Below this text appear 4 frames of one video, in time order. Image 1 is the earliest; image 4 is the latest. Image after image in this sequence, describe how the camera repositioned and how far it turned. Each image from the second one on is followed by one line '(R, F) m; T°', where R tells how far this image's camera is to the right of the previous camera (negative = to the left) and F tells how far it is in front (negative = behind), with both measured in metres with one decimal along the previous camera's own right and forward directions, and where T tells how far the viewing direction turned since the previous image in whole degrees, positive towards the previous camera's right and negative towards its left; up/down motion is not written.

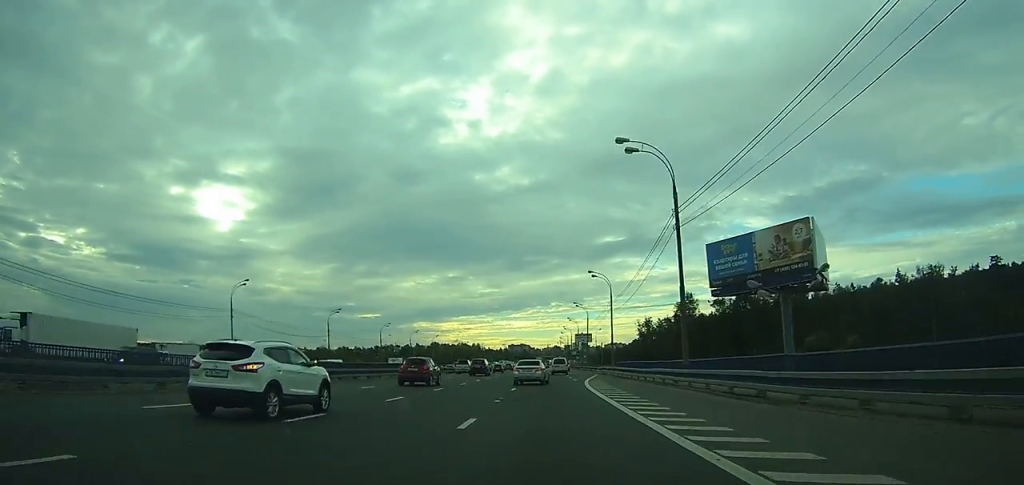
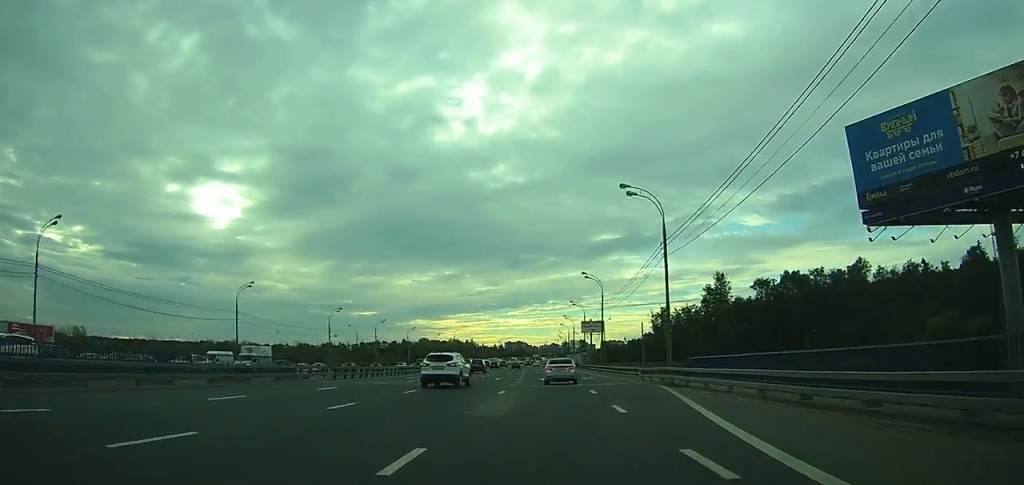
(+0.8, +38.0) m; +1°
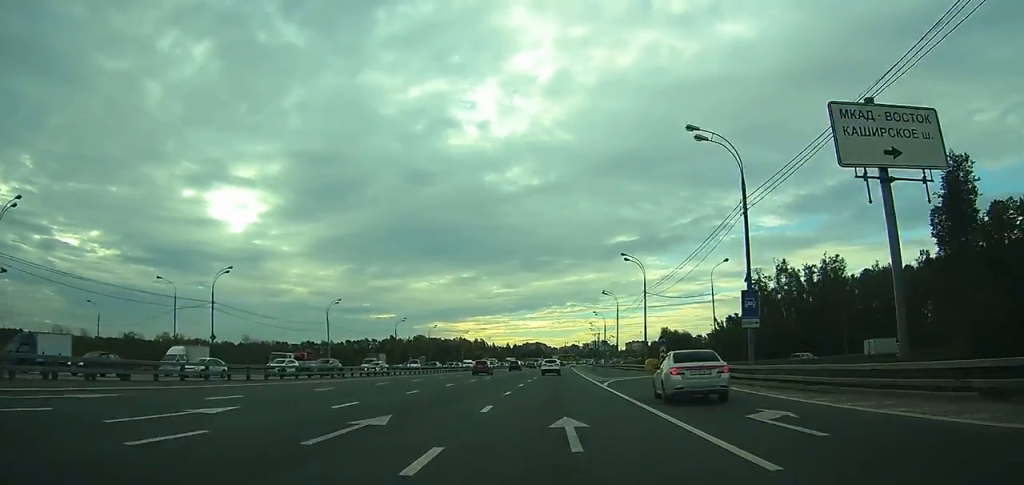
(-1.3, +90.4) m; -1°
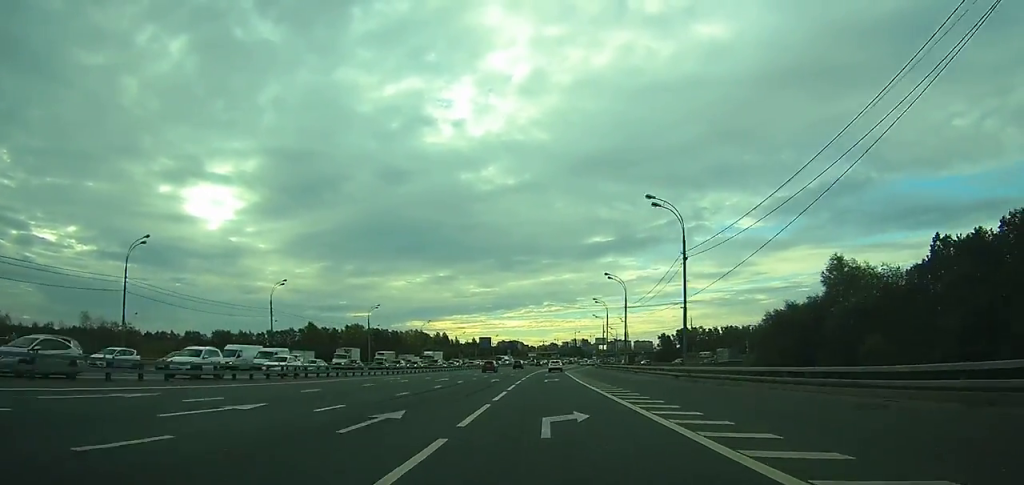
(+1.8, +97.6) m; +2°
